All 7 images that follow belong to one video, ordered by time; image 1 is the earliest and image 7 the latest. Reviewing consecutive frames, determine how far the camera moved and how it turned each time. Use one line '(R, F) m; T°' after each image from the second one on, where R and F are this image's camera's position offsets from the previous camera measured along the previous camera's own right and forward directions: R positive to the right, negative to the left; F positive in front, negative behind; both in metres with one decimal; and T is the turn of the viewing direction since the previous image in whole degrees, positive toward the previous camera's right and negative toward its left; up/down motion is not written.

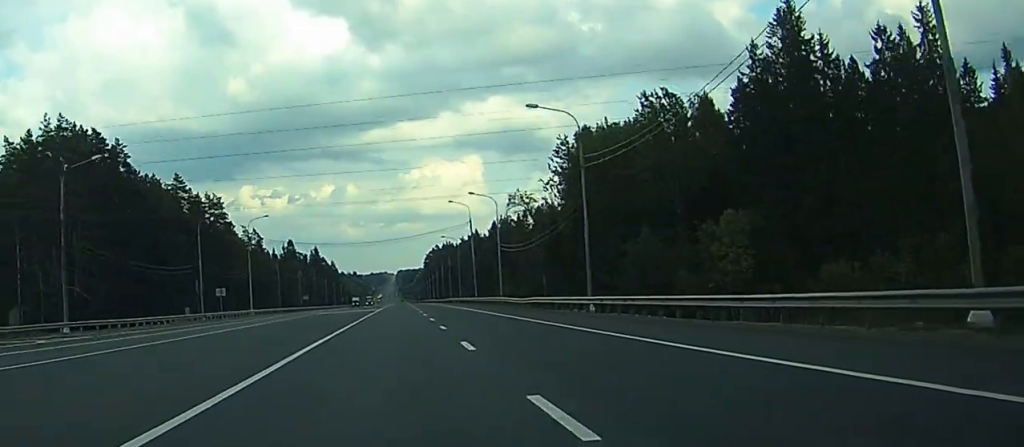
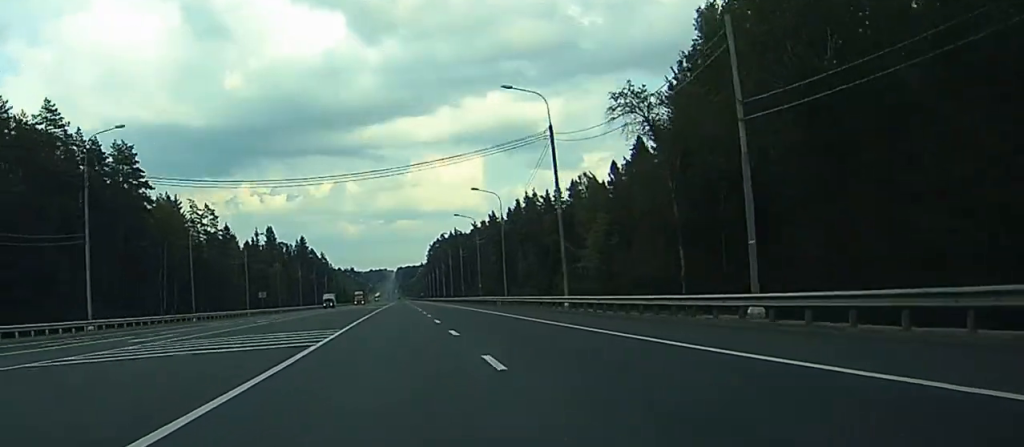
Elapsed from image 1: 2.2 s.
(0.0, +64.9) m; 0°
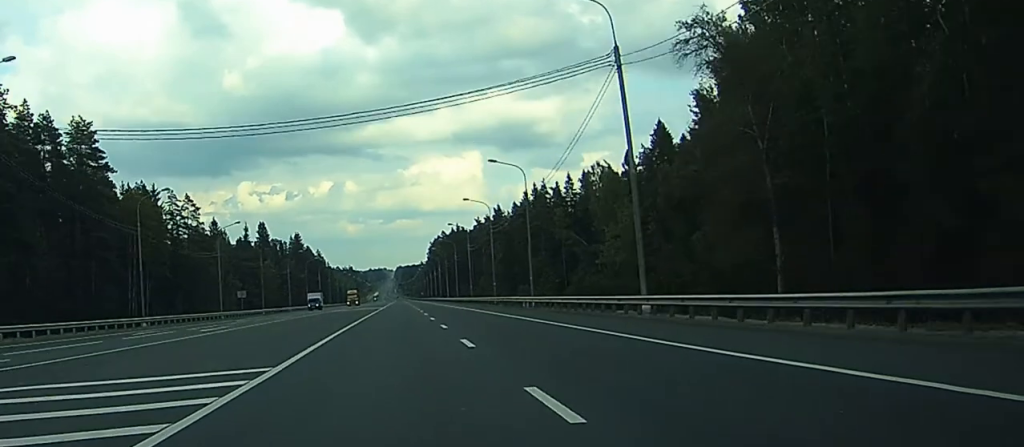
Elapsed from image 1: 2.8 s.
(0.0, +17.7) m; 0°
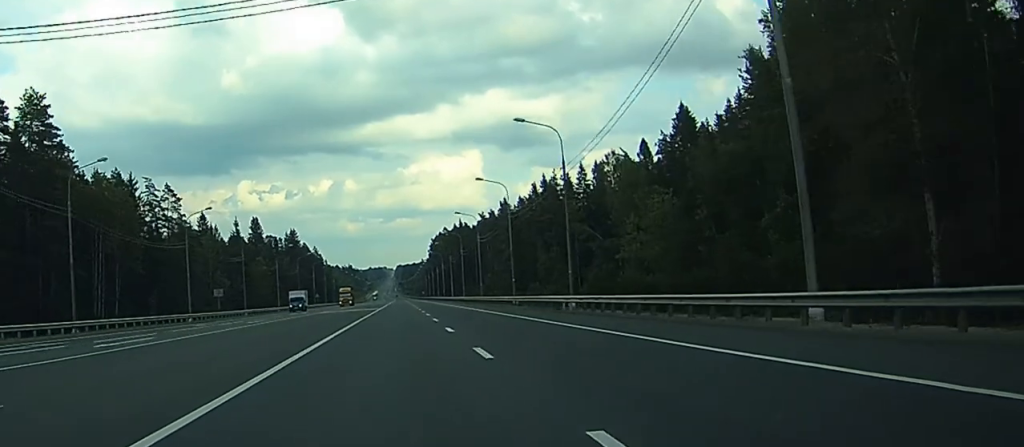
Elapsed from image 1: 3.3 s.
(0.0, +15.8) m; 0°
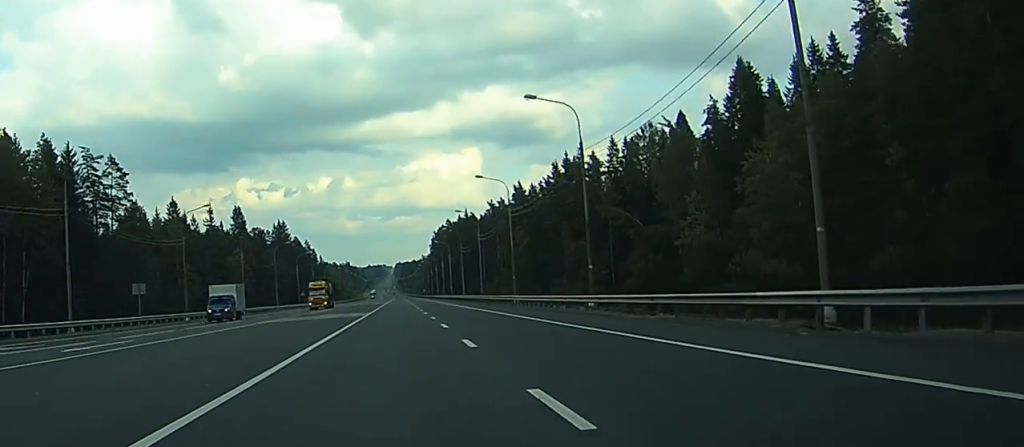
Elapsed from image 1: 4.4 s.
(0.0, +32.4) m; 0°
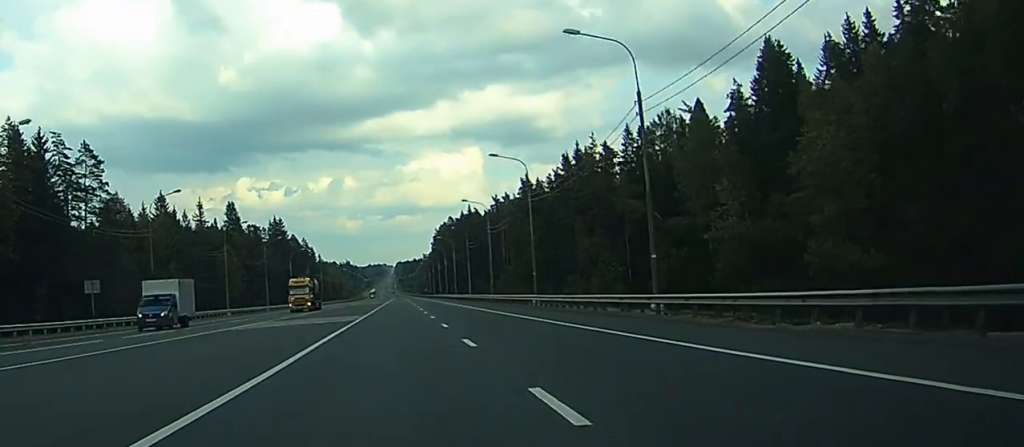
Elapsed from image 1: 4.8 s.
(0.0, +11.8) m; 0°
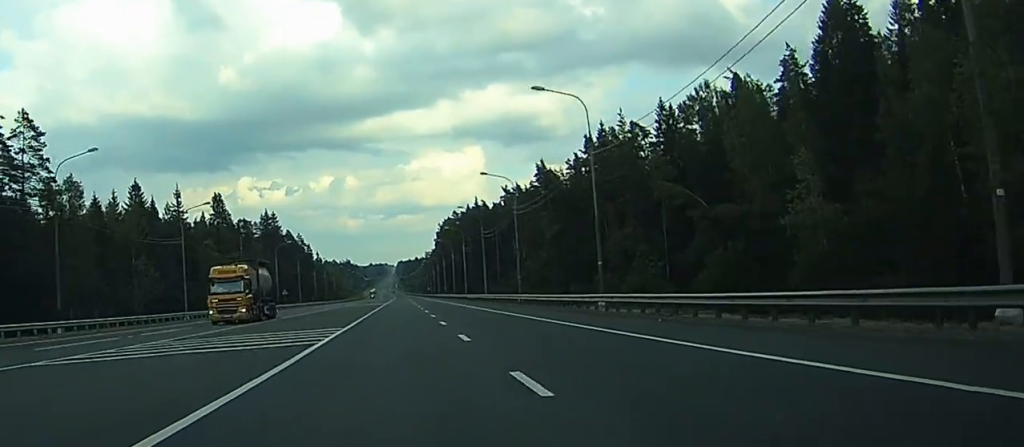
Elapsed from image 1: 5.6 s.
(-0.1, +21.6) m; 0°
